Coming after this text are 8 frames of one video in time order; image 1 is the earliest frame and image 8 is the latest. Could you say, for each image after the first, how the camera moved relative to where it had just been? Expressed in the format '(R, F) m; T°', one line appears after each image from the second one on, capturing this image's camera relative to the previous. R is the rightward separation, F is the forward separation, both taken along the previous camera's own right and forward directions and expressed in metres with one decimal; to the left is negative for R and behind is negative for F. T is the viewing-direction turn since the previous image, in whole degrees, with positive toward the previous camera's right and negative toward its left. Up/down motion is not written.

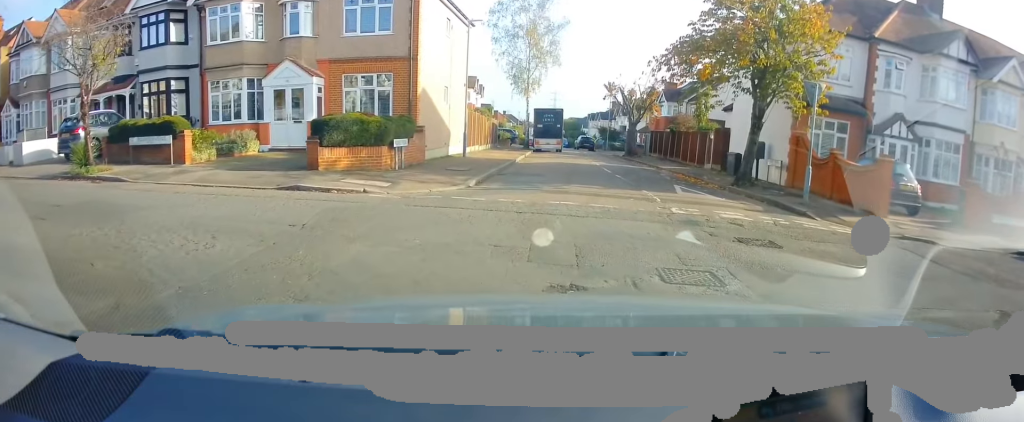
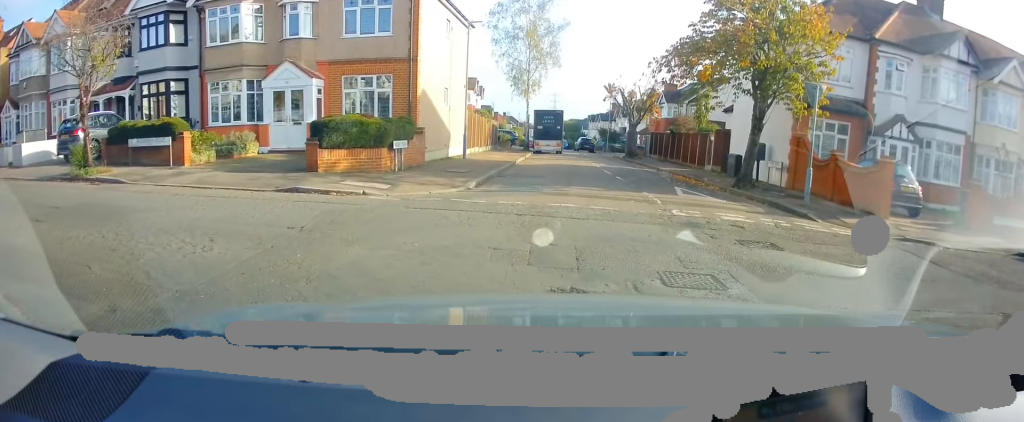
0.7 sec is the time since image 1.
(0.0, +0.5) m; 0°
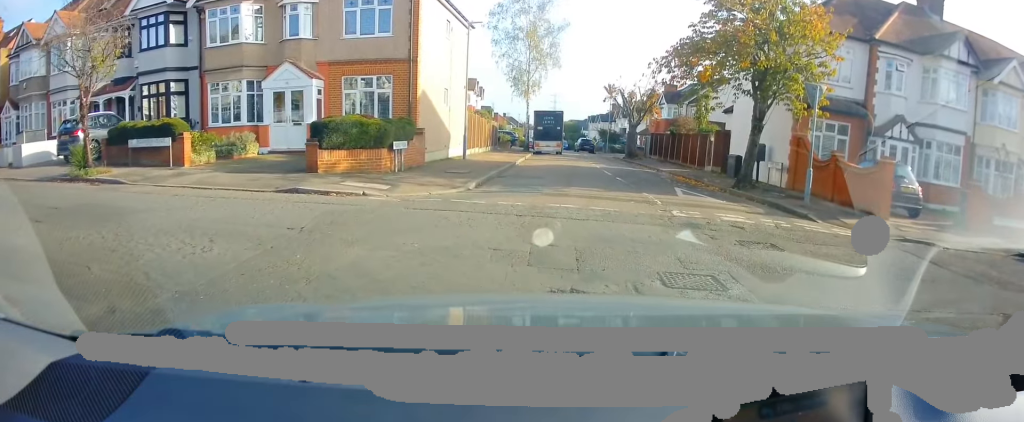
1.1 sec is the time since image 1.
(0.0, 0.0) m; 0°
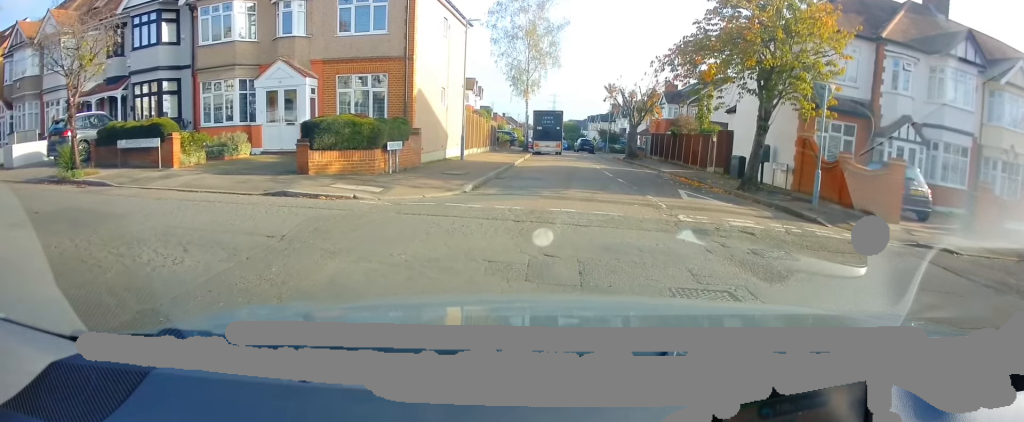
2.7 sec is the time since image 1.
(-0.3, +0.5) m; 0°
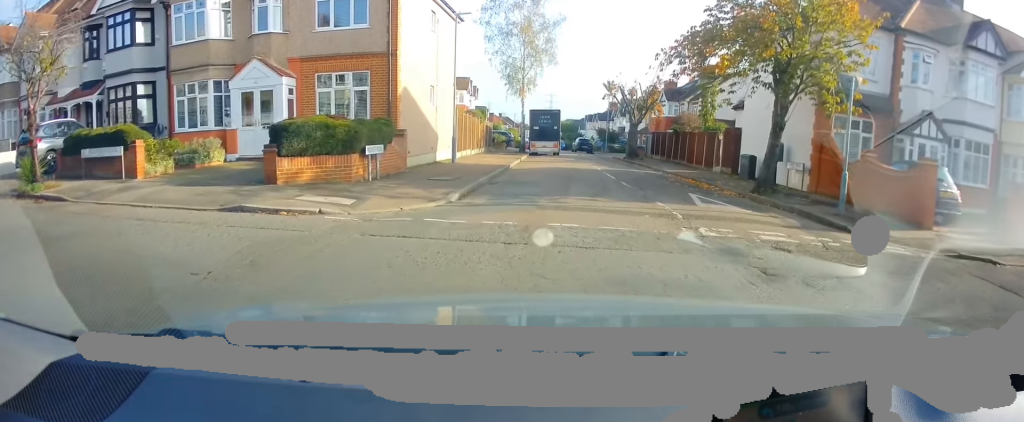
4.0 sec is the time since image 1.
(+0.1, +1.1) m; +1°
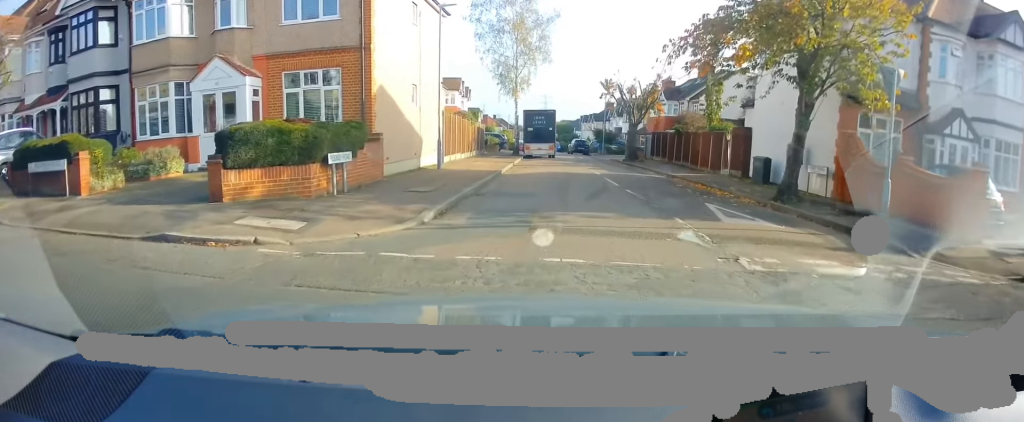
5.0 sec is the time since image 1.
(0.0, +1.7) m; +2°
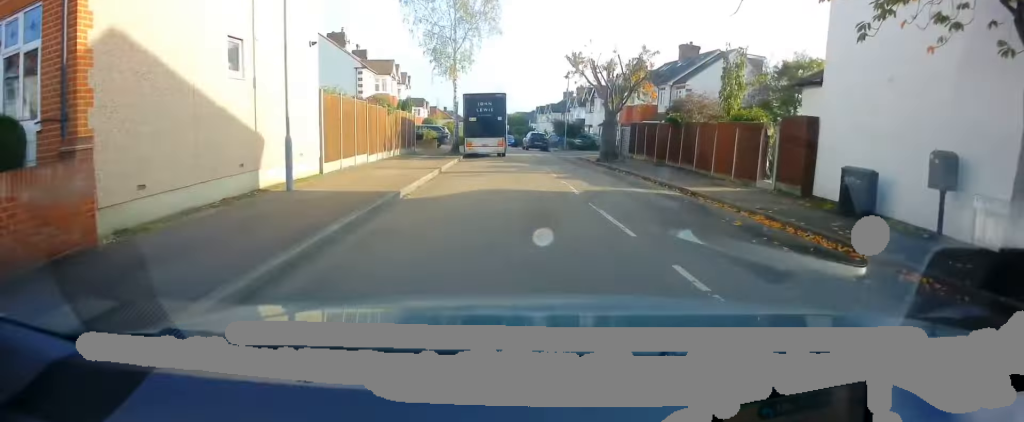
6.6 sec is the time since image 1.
(+0.2, +5.9) m; +6°
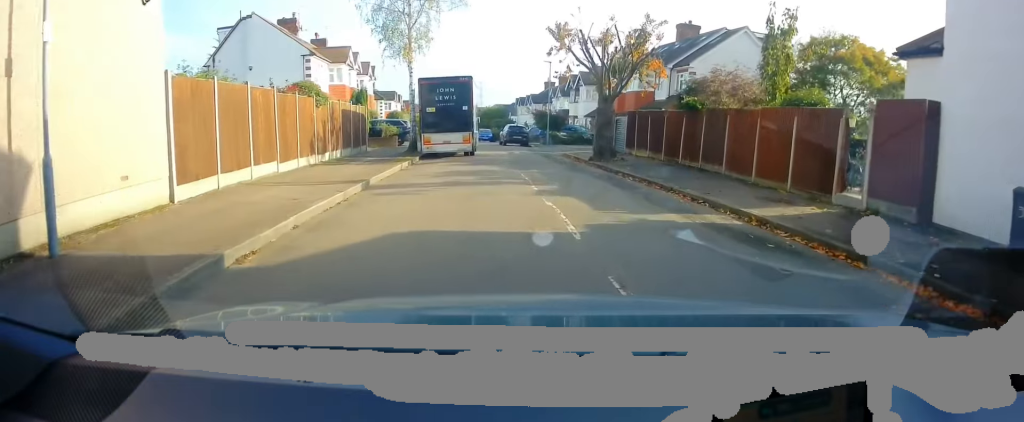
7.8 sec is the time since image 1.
(0.0, +6.3) m; -3°
